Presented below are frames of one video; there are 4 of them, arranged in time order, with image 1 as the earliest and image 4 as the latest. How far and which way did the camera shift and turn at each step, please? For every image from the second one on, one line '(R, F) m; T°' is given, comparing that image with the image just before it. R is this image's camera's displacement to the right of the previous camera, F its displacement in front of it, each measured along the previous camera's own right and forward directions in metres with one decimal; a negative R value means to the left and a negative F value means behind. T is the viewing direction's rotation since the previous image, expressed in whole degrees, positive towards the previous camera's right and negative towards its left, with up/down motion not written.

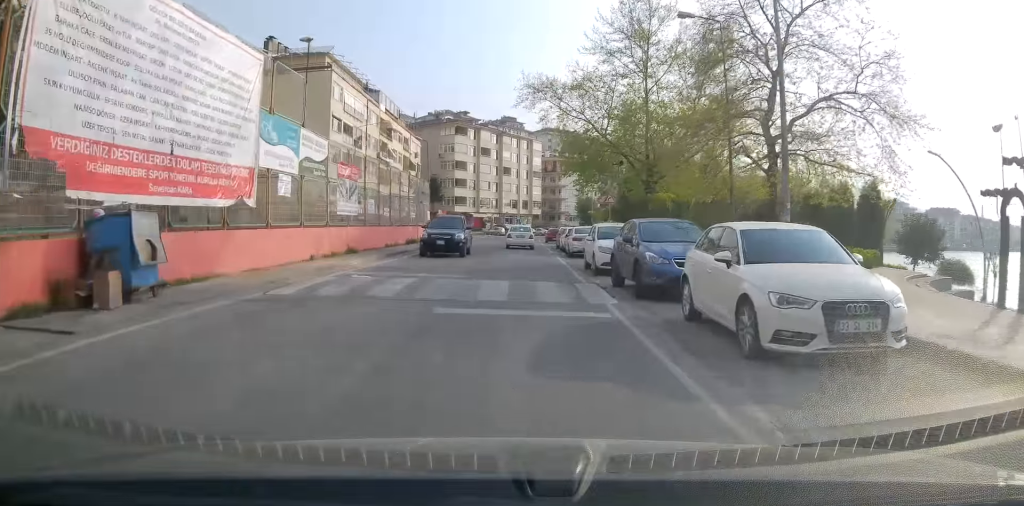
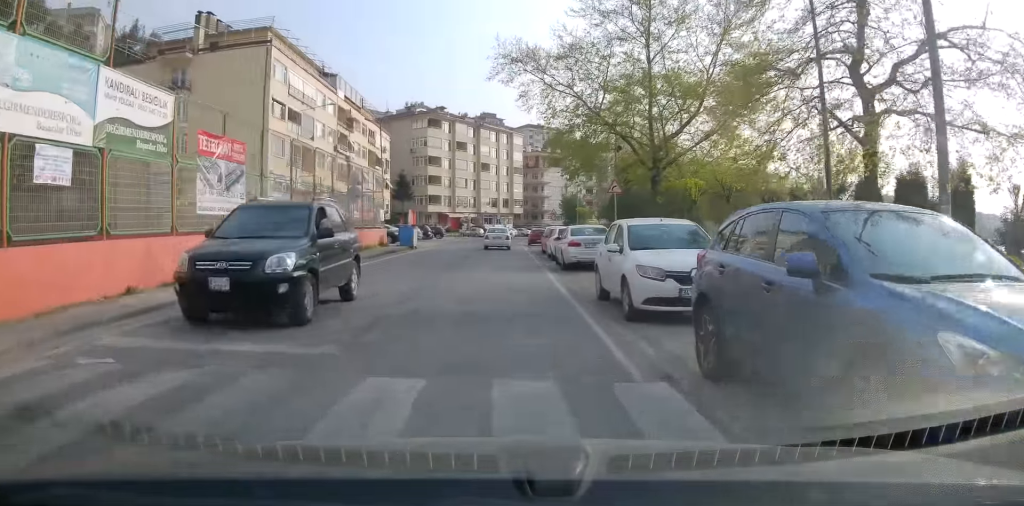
(+0.2, +11.5) m; 0°
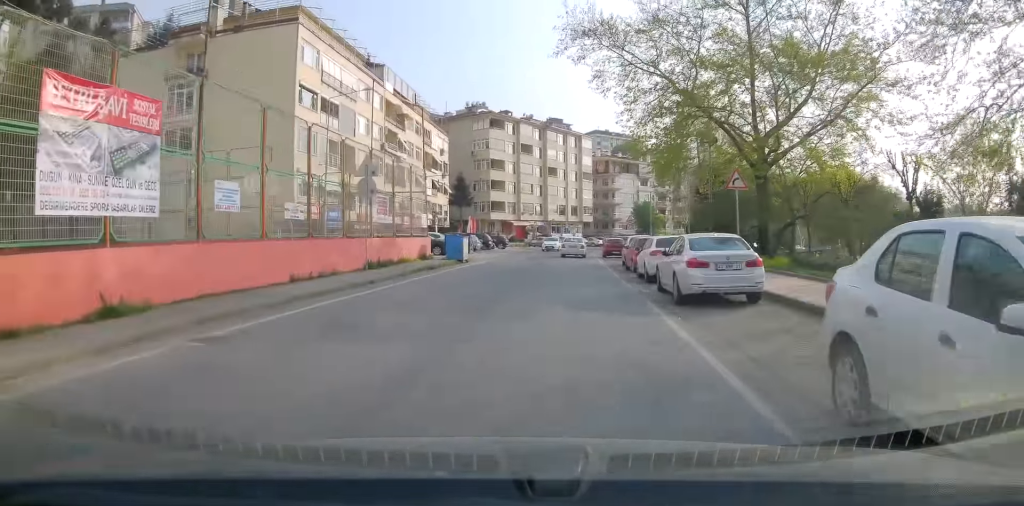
(-0.1, +8.4) m; -2°
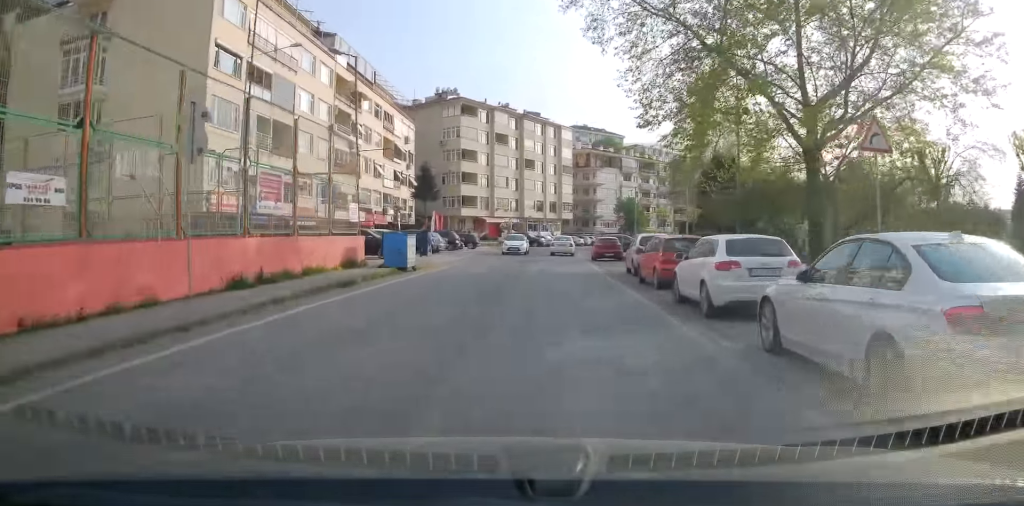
(-0.2, +7.7) m; -1°
